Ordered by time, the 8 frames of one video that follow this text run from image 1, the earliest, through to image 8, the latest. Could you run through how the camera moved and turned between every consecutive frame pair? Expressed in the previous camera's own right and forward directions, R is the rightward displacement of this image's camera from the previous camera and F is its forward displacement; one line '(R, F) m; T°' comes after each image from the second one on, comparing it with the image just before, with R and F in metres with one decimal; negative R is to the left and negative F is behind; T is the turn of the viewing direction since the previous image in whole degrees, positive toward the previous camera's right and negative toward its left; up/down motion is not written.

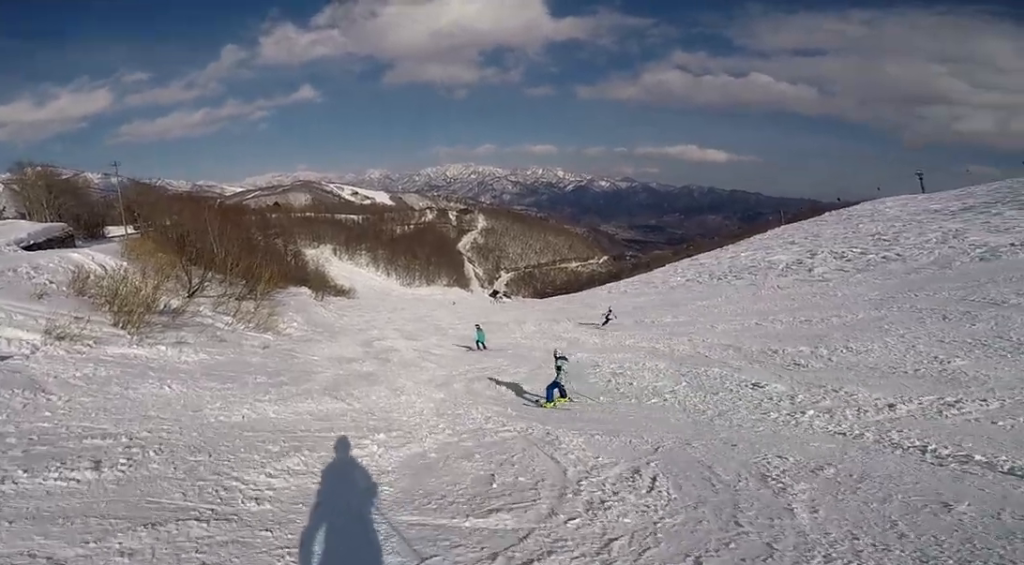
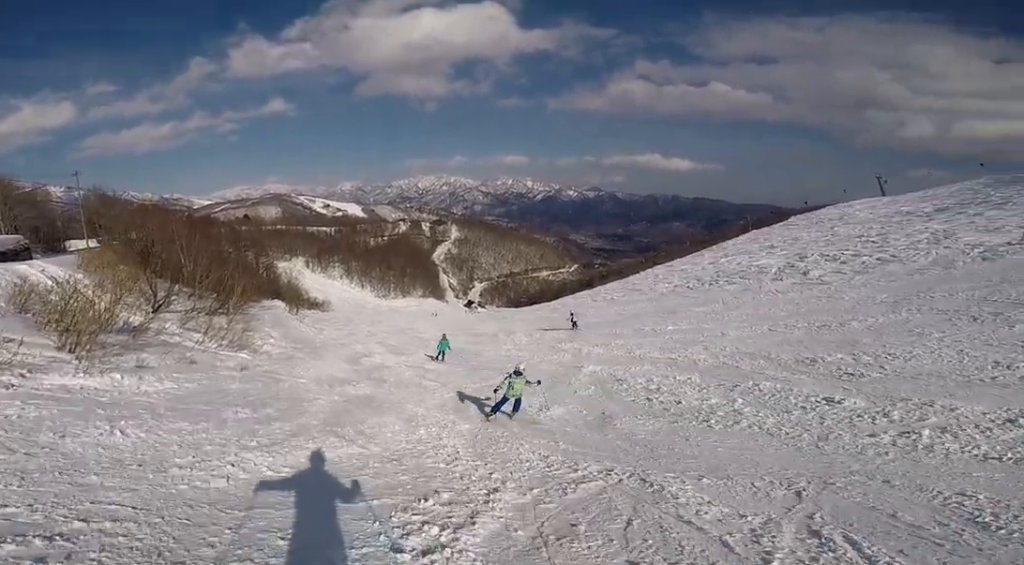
(+0.3, +2.2) m; +20°
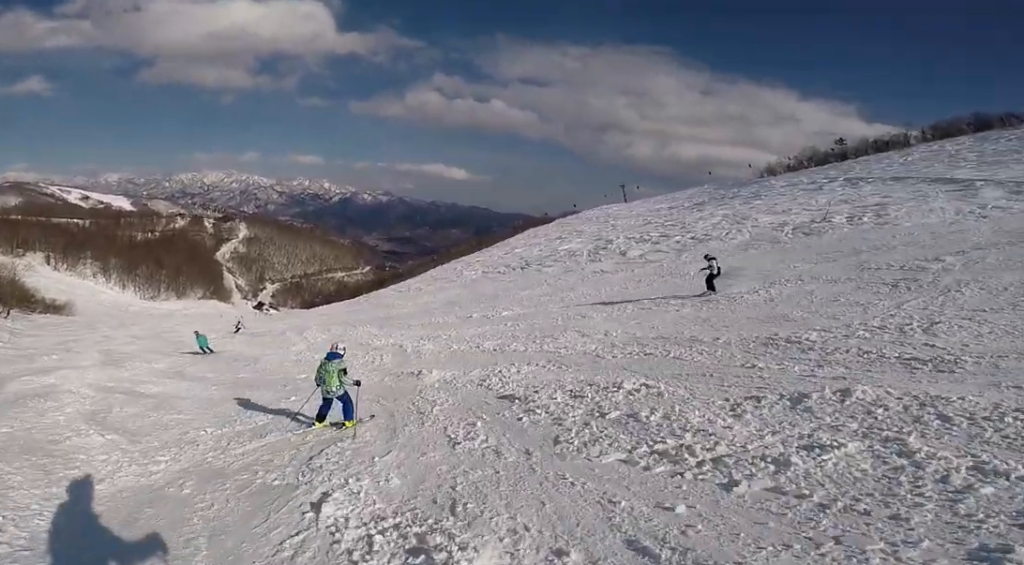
(+3.5, +6.4) m; +28°
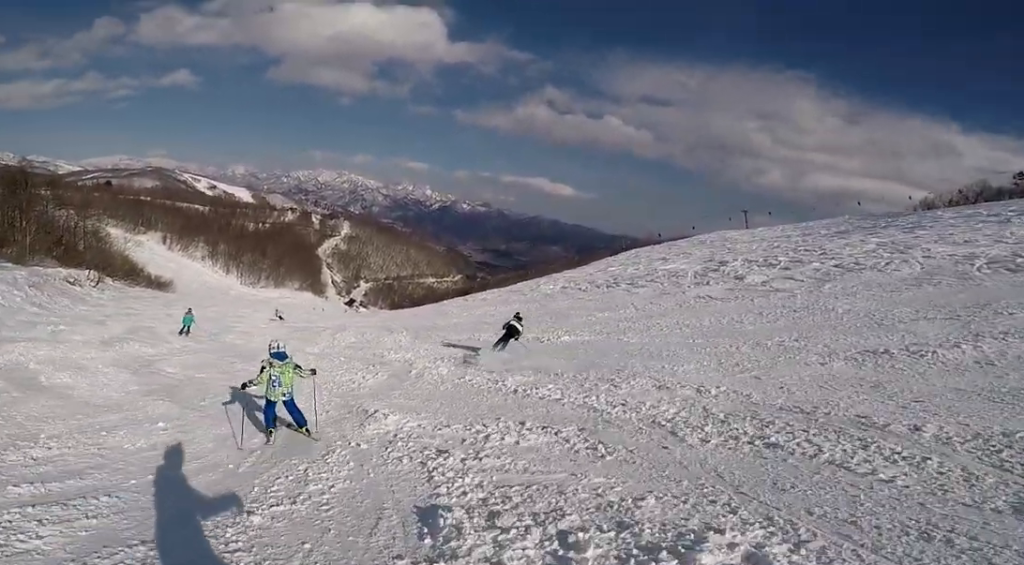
(-1.0, +4.4) m; -34°
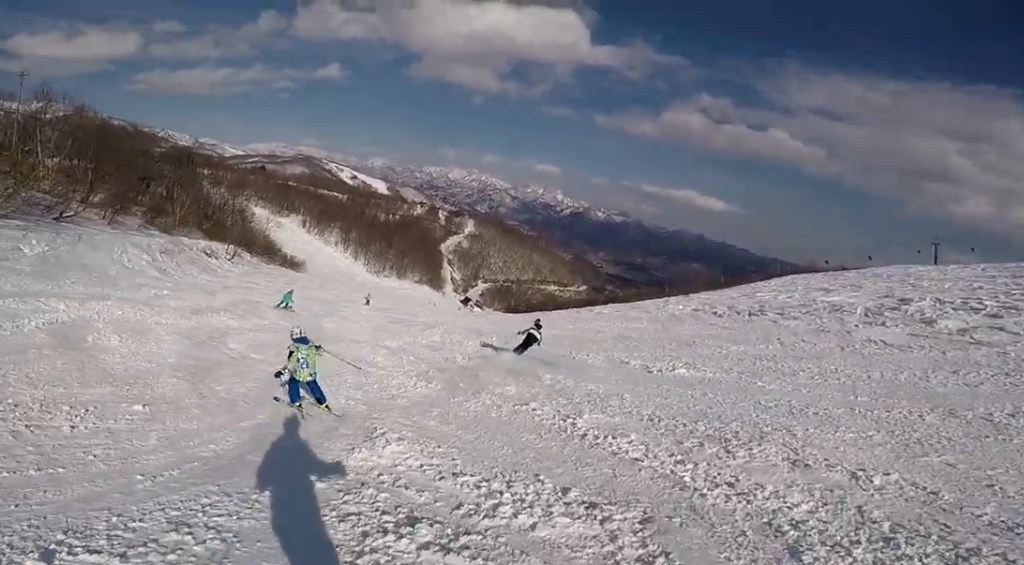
(-0.6, +1.8) m; -20°
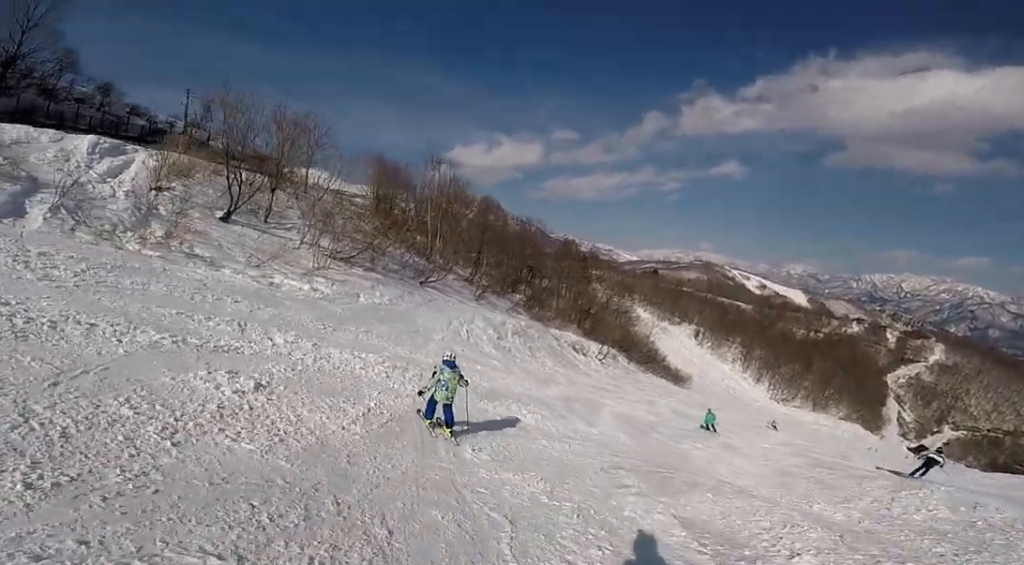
(-3.6, +5.9) m; -39°
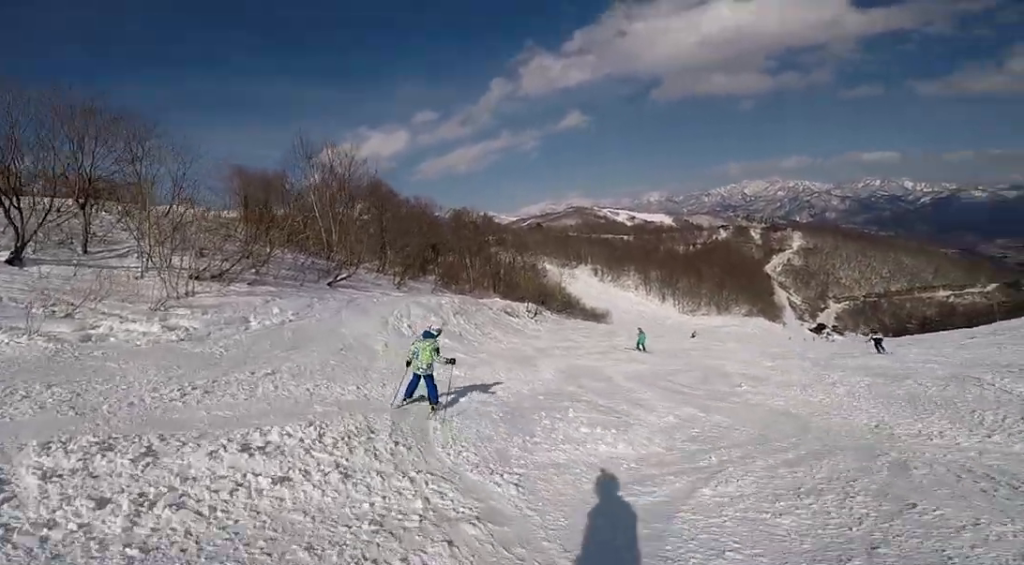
(+0.3, +5.5) m; +12°
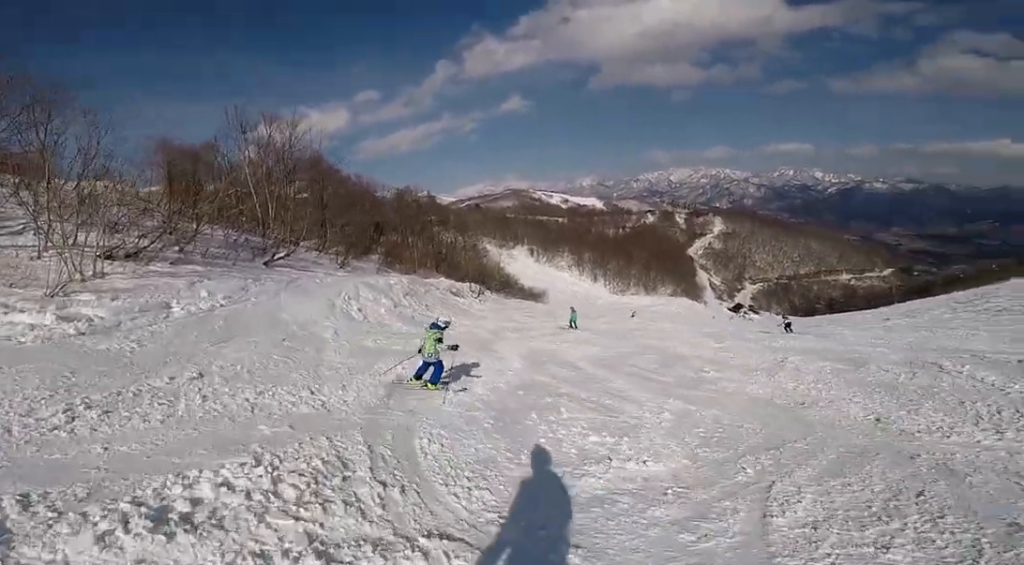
(-0.6, +1.5) m; +13°
